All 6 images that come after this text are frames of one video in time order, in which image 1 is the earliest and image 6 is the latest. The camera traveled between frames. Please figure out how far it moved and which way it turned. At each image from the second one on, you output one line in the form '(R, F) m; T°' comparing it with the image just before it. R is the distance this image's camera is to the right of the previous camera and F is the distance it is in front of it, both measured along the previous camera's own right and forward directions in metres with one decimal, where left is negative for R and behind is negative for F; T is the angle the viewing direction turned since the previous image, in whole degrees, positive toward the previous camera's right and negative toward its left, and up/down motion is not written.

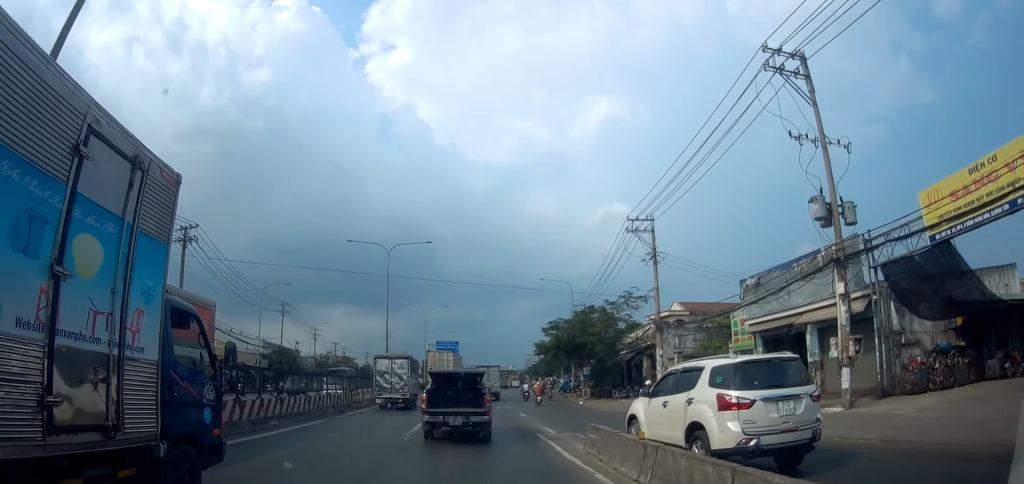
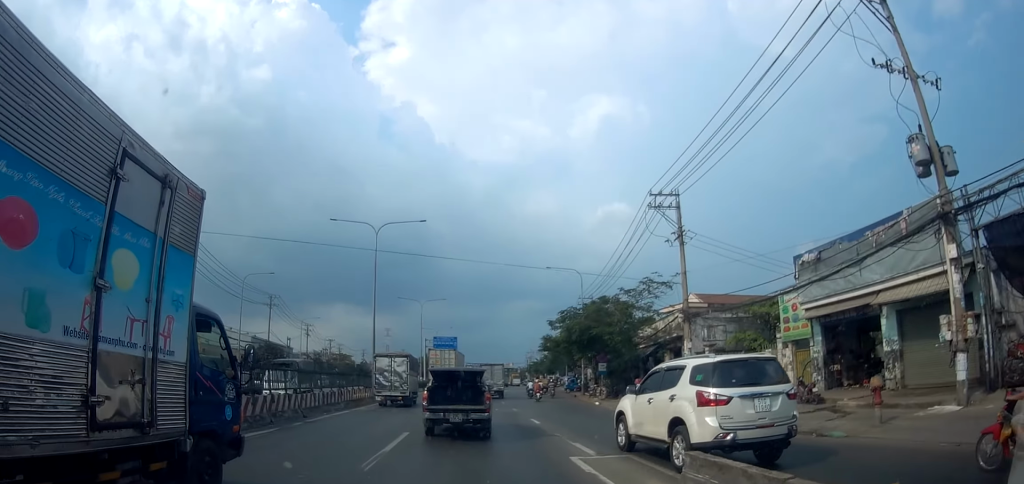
(0.0, +5.0) m; 0°
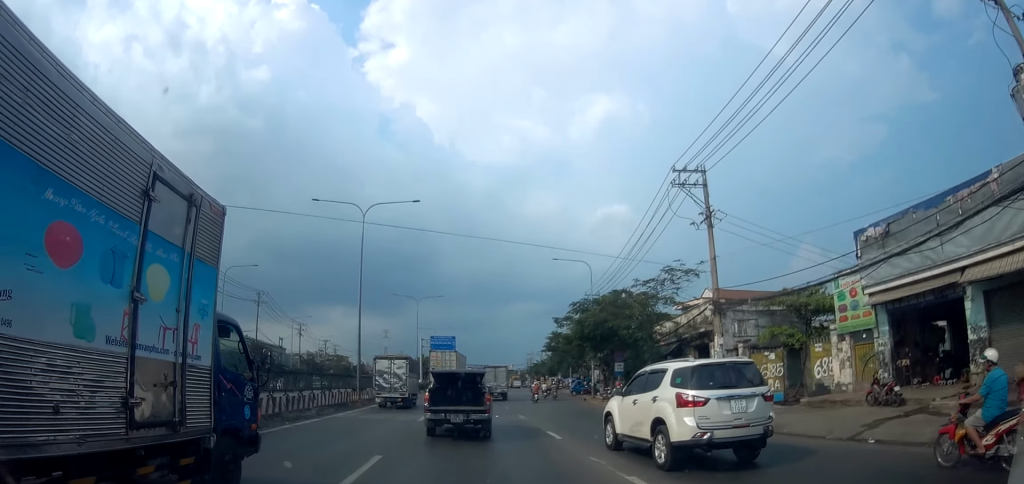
(0.0, +4.3) m; 0°
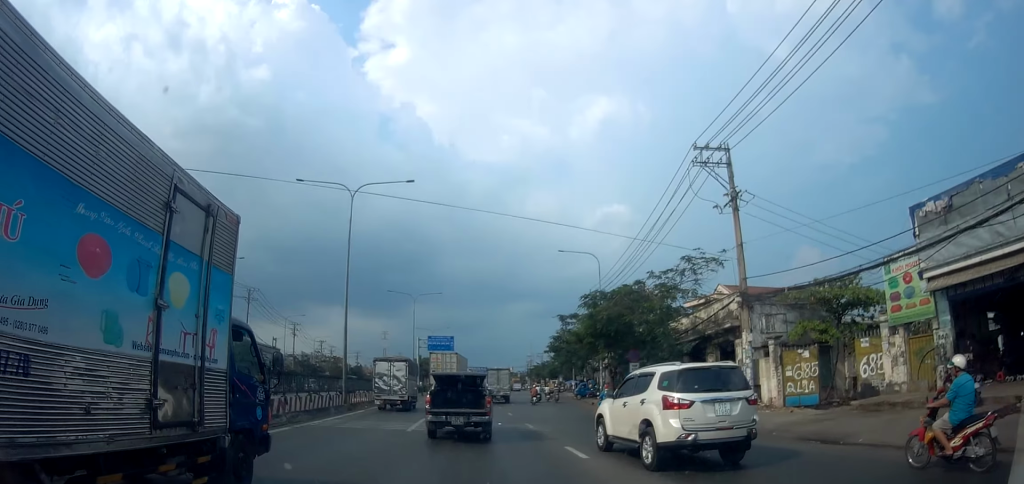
(0.0, +3.1) m; 0°
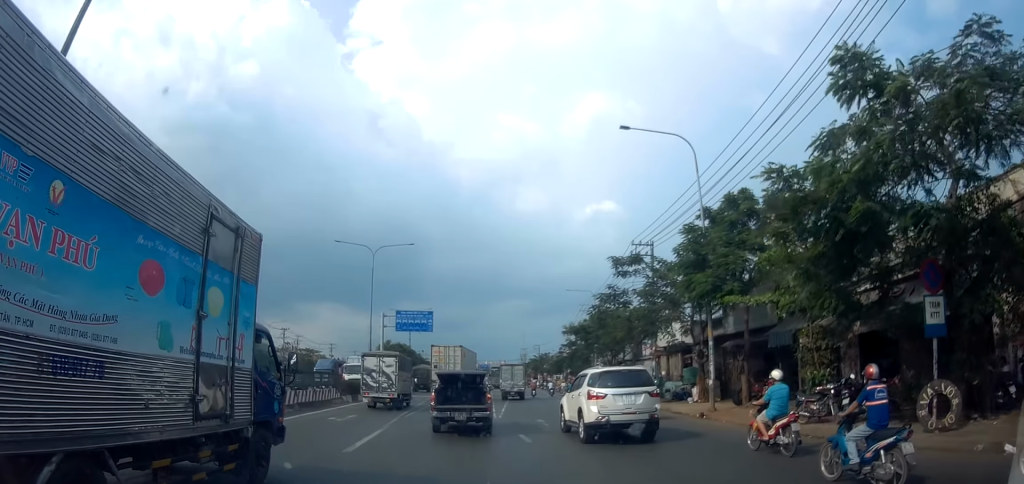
(+0.2, +20.6) m; +1°
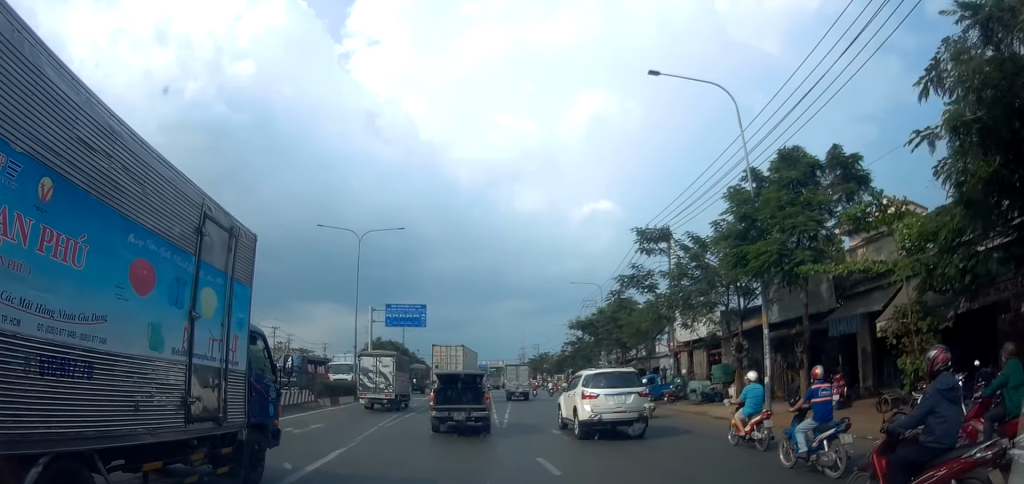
(0.0, +4.4) m; 0°
